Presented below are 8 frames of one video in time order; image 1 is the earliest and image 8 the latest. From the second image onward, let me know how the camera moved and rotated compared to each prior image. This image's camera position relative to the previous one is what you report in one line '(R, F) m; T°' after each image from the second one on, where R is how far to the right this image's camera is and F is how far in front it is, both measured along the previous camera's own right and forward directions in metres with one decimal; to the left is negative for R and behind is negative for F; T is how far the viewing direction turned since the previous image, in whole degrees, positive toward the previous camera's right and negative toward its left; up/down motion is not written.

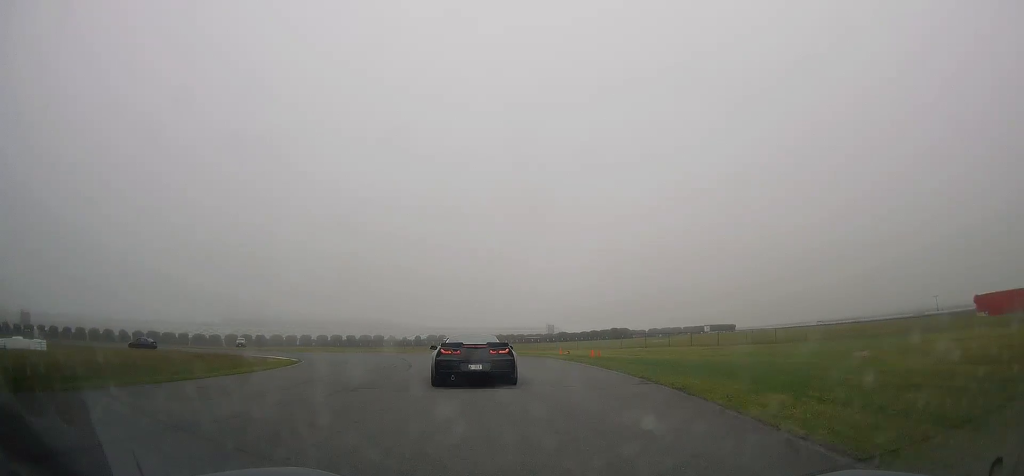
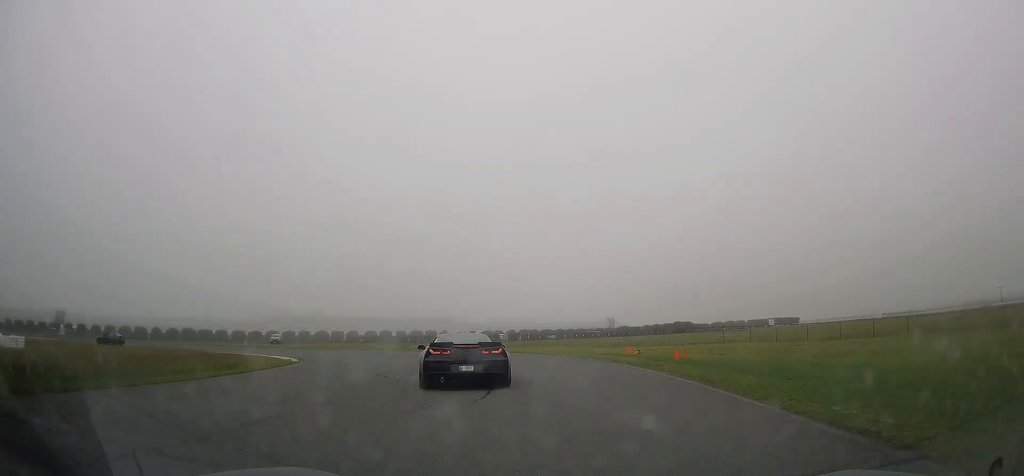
(+0.3, +8.6) m; -5°
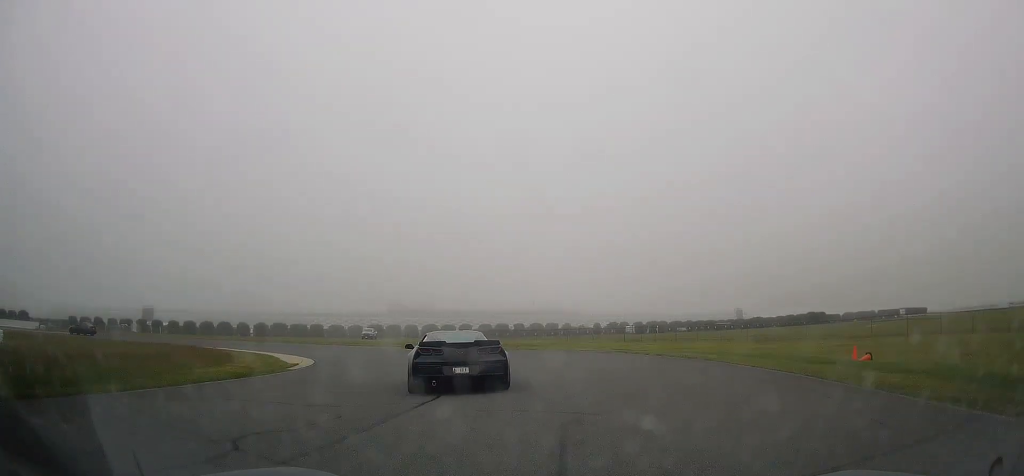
(-1.6, +12.7) m; -12°
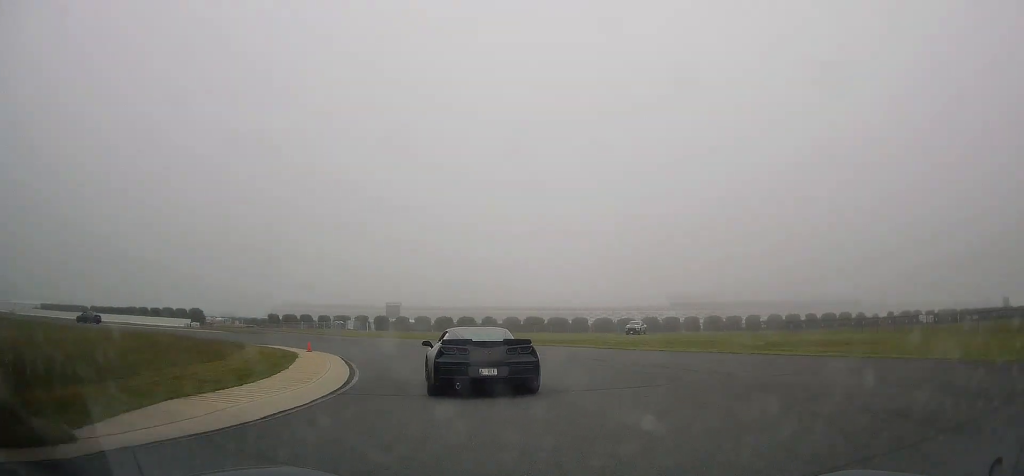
(-4.0, +20.6) m; -27°
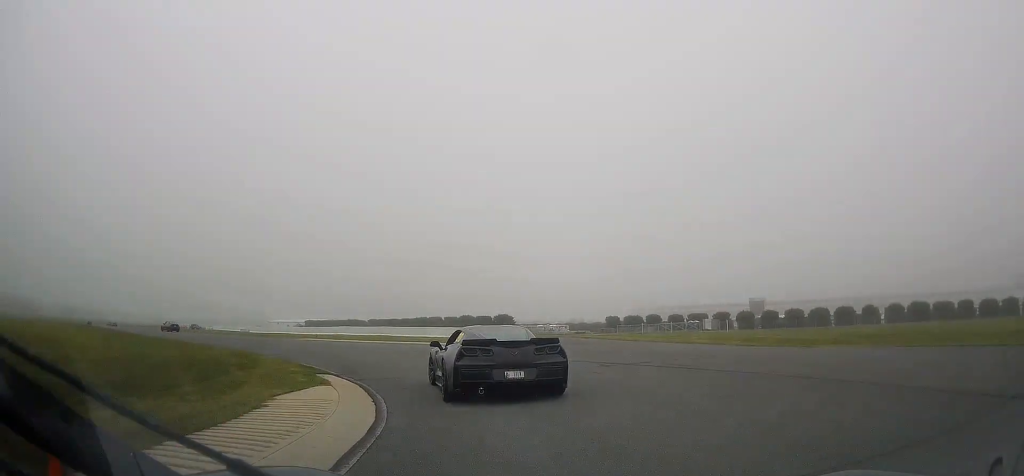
(-8.3, +23.0) m; -38°
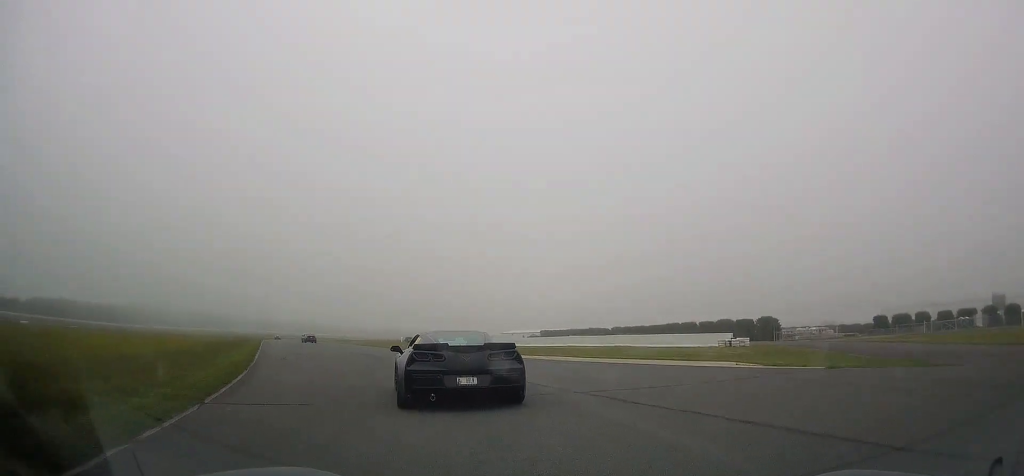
(-3.2, +16.1) m; -23°
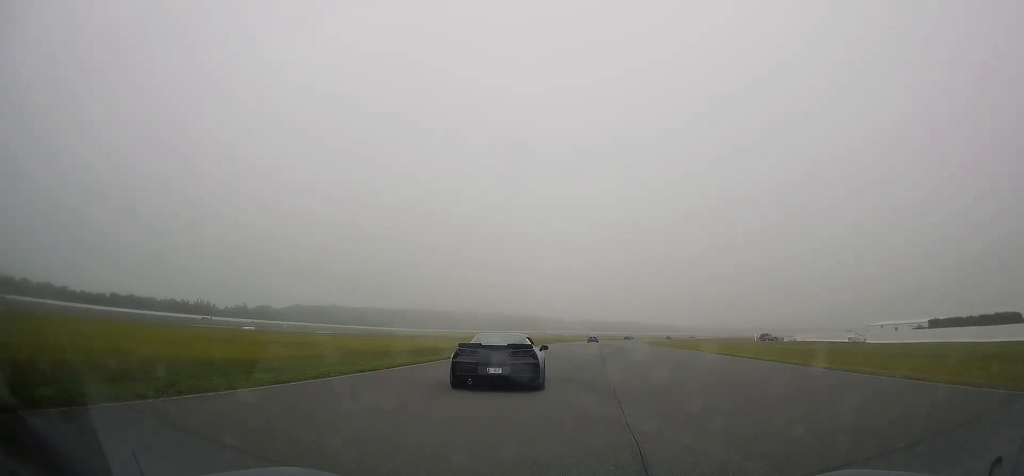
(-14.0, +38.8) m; -30°
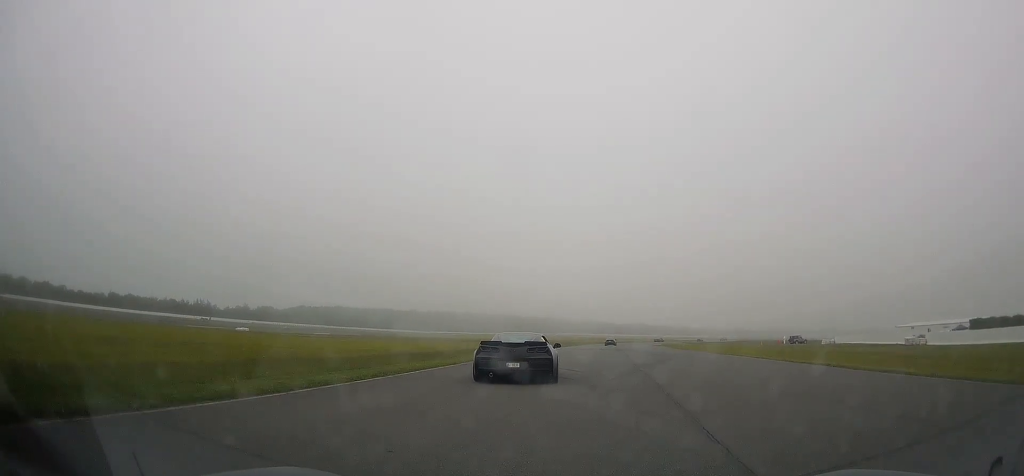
(-0.6, +12.2) m; -1°
